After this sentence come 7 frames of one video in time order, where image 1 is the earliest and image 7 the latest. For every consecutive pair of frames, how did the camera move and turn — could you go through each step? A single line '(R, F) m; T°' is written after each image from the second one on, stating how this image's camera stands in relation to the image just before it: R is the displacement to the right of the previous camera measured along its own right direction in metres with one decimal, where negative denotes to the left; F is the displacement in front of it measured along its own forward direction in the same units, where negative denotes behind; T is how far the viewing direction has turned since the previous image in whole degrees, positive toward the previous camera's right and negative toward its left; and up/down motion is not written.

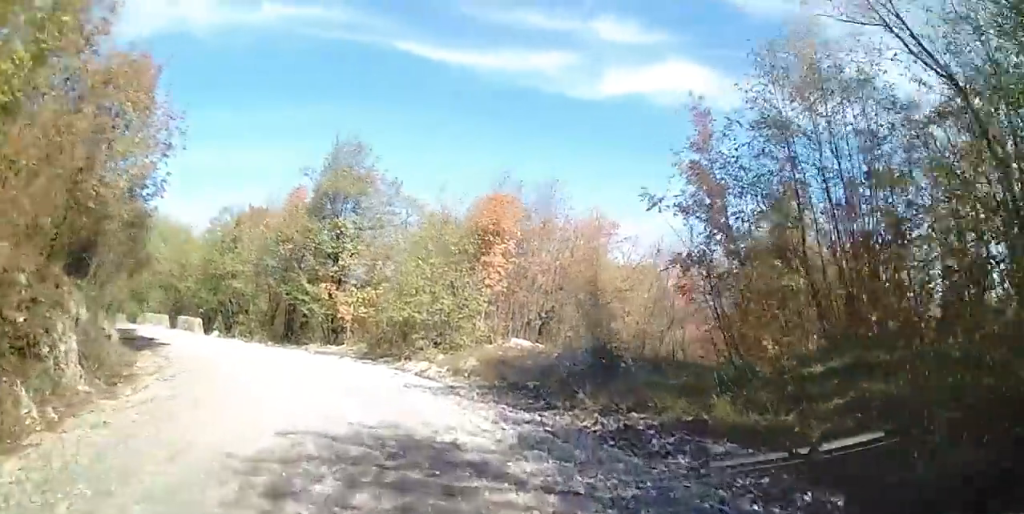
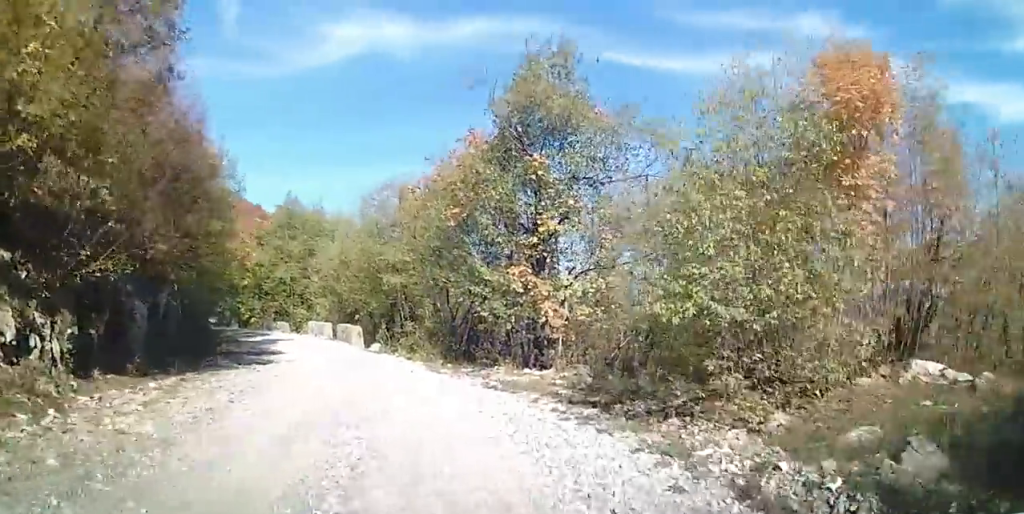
(-1.3, +9.1) m; -18°
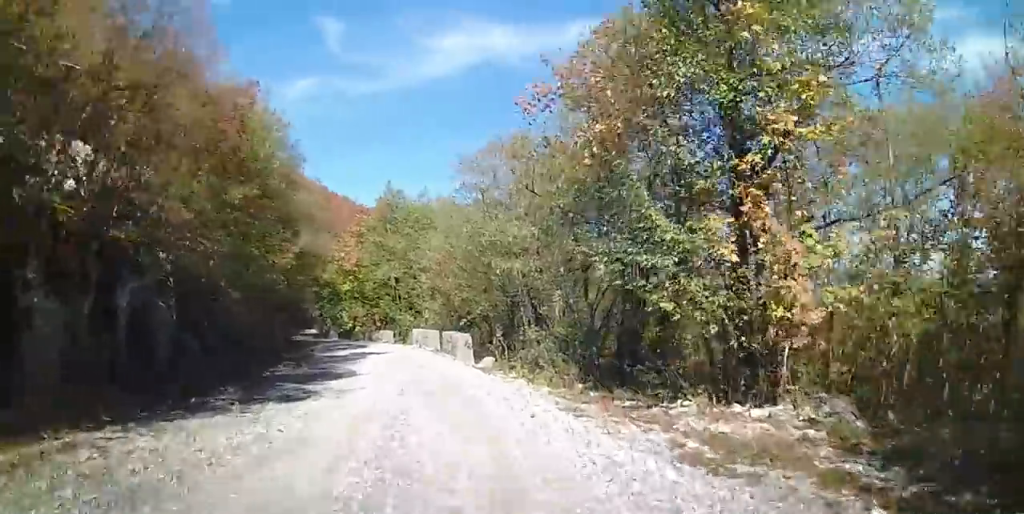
(-0.7, +5.8) m; -7°
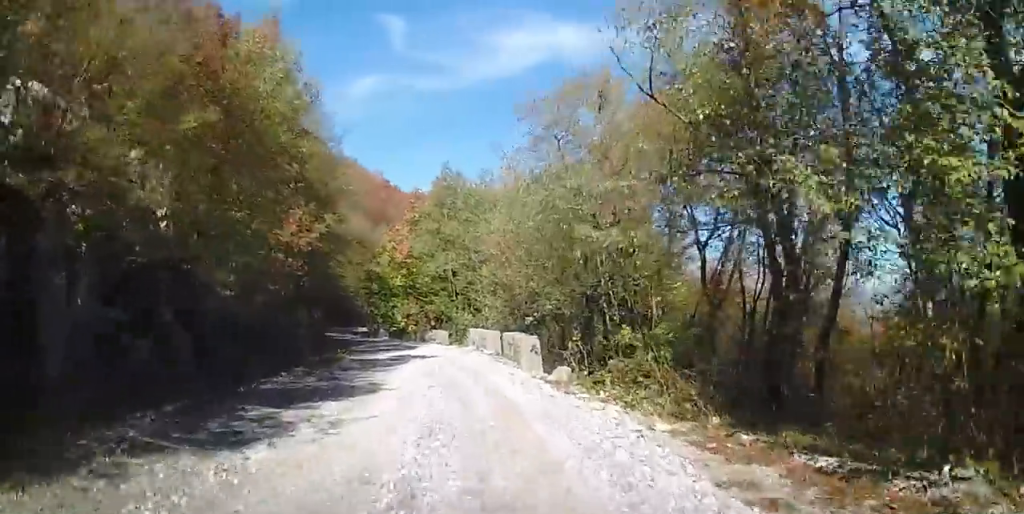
(0.0, +4.2) m; 0°
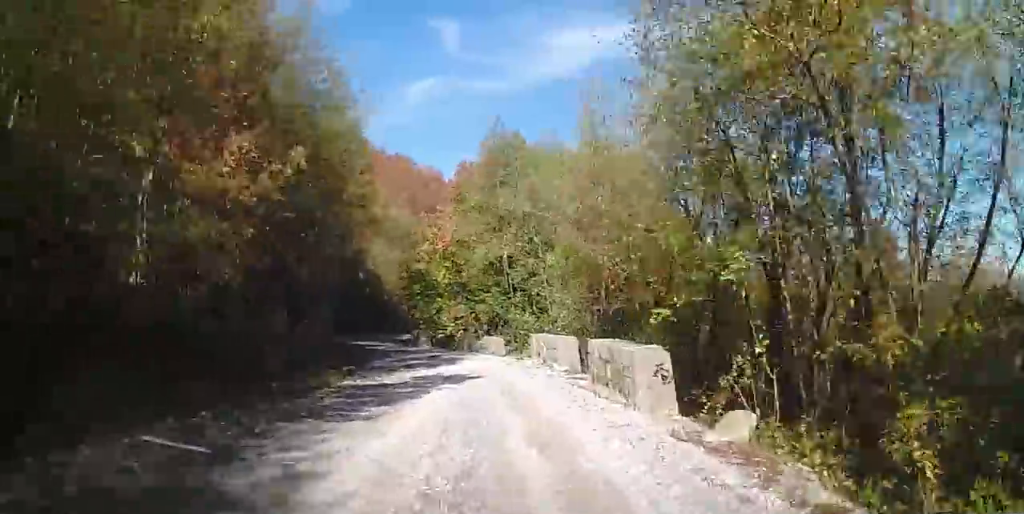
(0.0, +7.1) m; 0°
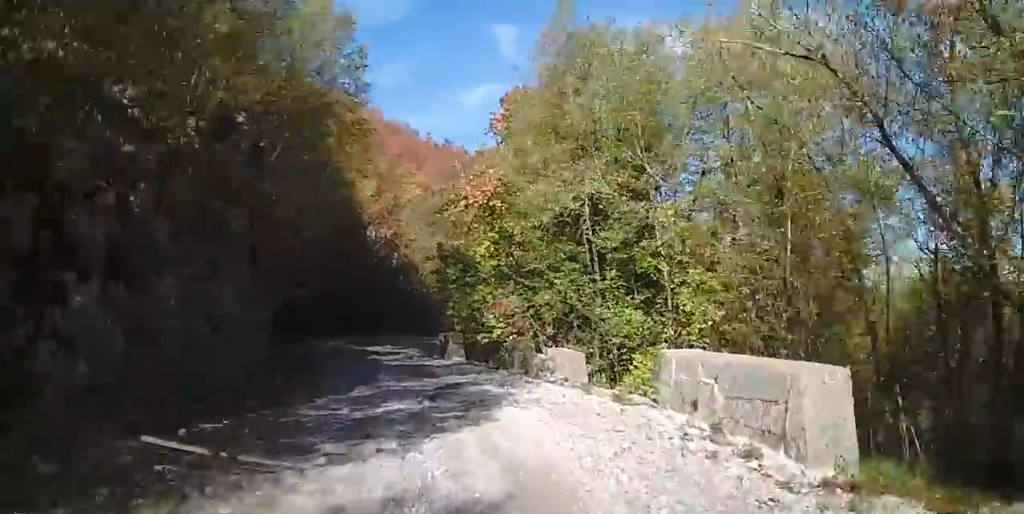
(-0.8, +10.4) m; -14°
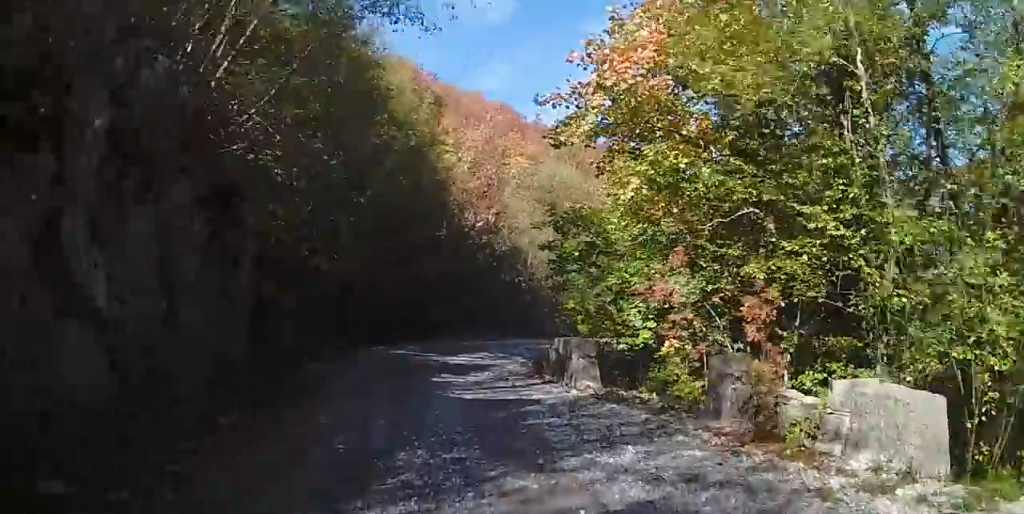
(-1.1, +8.1) m; -9°
